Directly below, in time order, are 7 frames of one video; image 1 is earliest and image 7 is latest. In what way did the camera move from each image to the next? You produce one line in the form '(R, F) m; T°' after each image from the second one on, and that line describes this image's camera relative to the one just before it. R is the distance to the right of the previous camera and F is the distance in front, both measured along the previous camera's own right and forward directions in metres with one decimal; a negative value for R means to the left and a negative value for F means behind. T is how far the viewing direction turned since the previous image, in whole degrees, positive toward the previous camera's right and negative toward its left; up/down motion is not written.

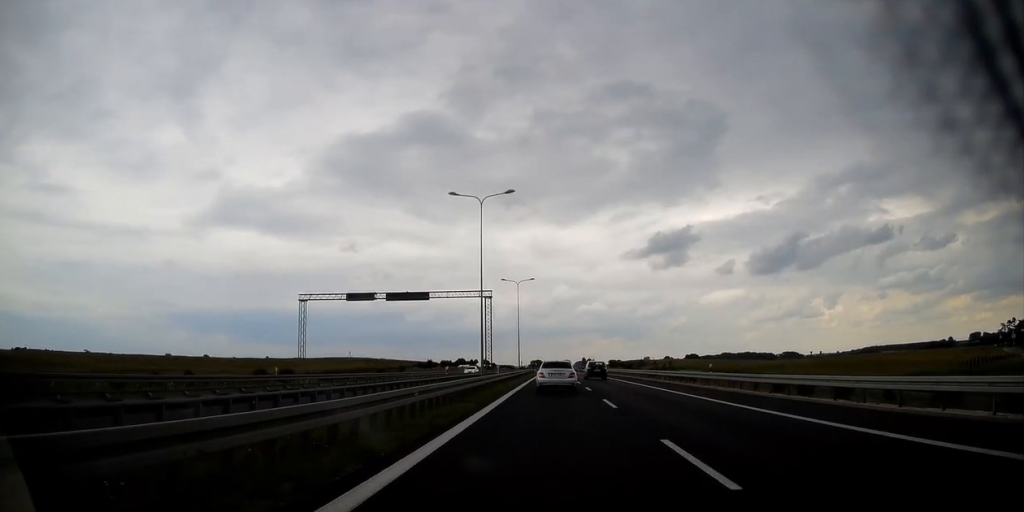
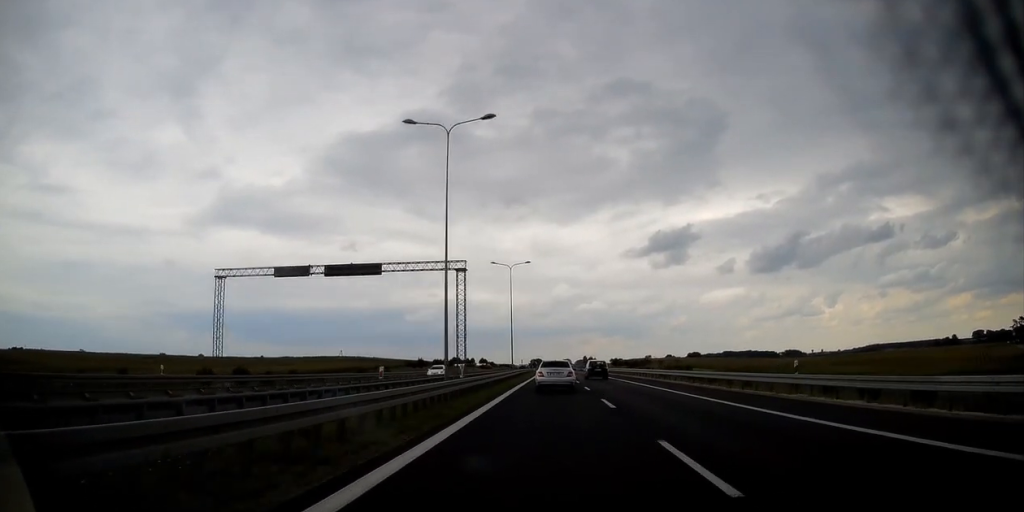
(0.0, +12.3) m; 0°
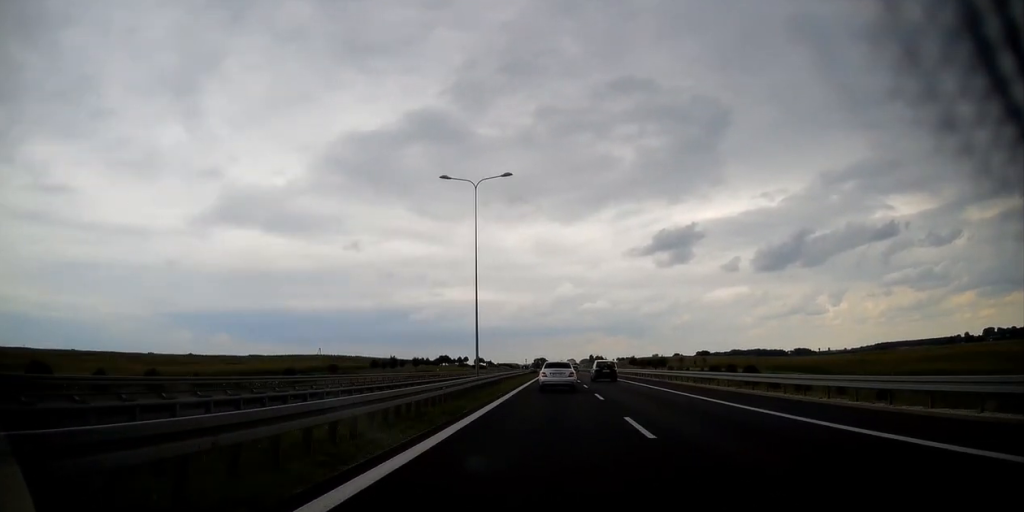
(-0.2, +31.0) m; 0°
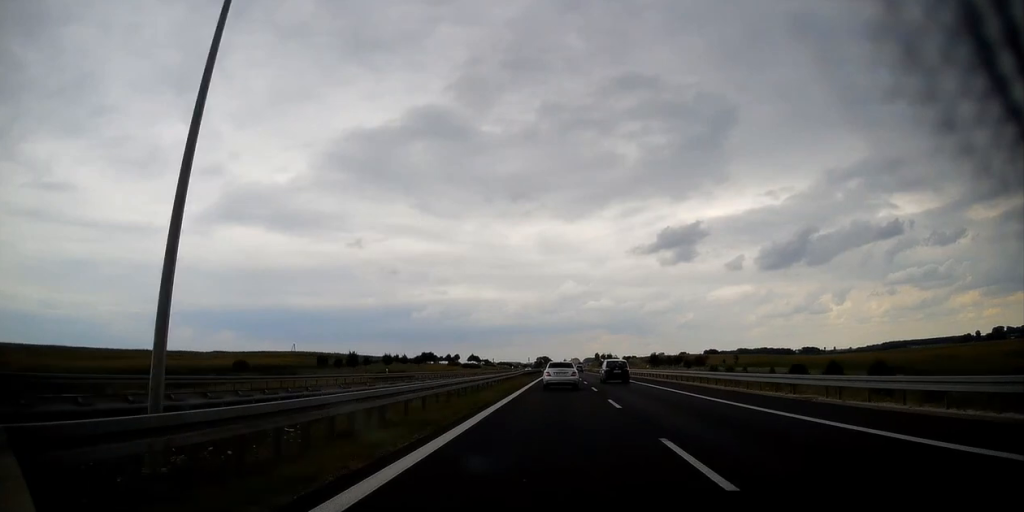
(-0.1, +28.3) m; 0°
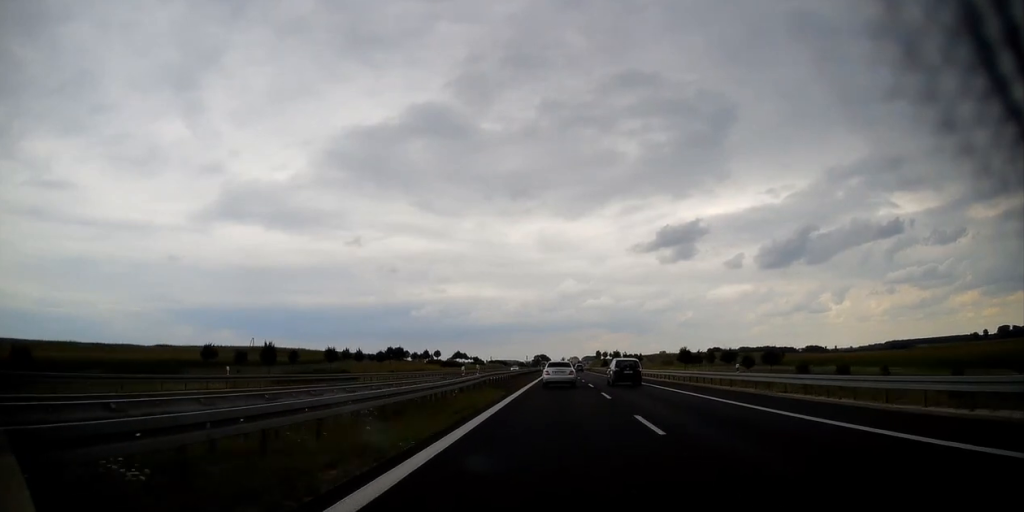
(0.0, +30.7) m; 0°
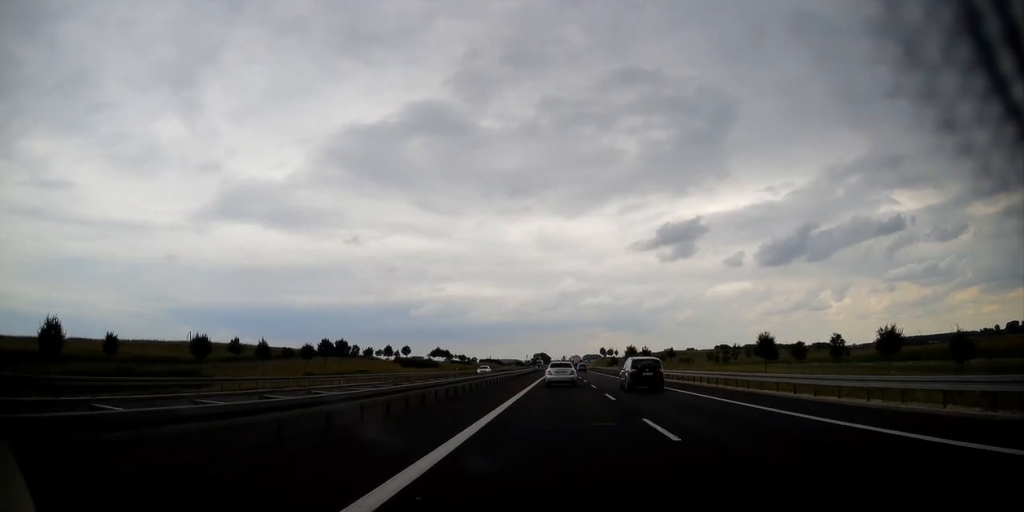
(-0.1, +36.4) m; 0°
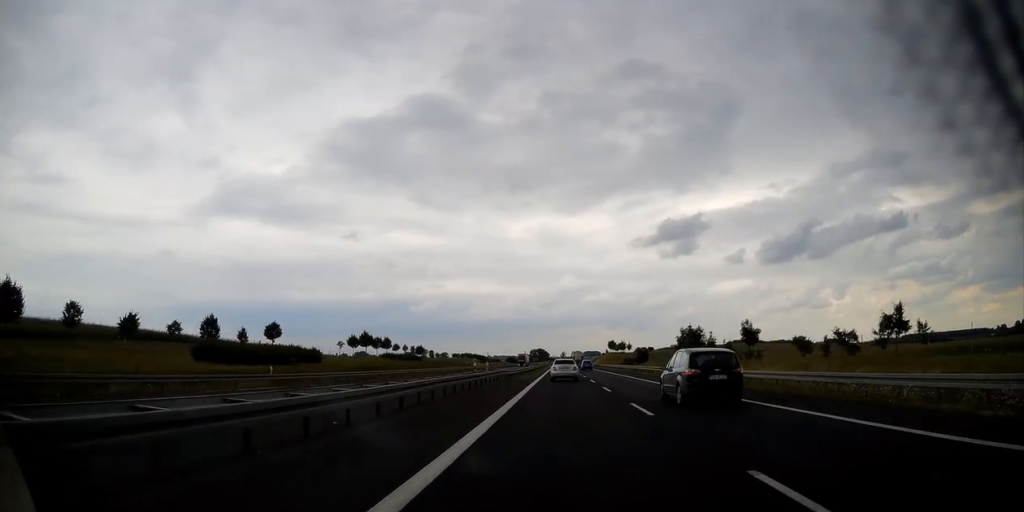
(+0.3, +66.2) m; 0°
